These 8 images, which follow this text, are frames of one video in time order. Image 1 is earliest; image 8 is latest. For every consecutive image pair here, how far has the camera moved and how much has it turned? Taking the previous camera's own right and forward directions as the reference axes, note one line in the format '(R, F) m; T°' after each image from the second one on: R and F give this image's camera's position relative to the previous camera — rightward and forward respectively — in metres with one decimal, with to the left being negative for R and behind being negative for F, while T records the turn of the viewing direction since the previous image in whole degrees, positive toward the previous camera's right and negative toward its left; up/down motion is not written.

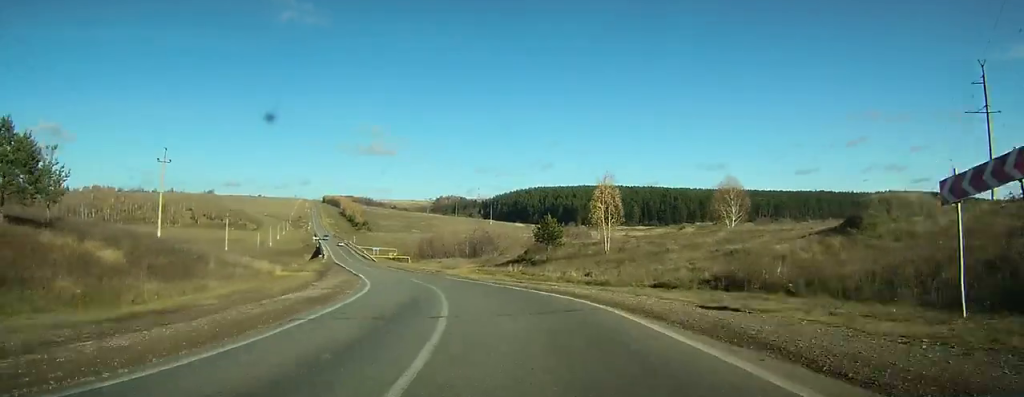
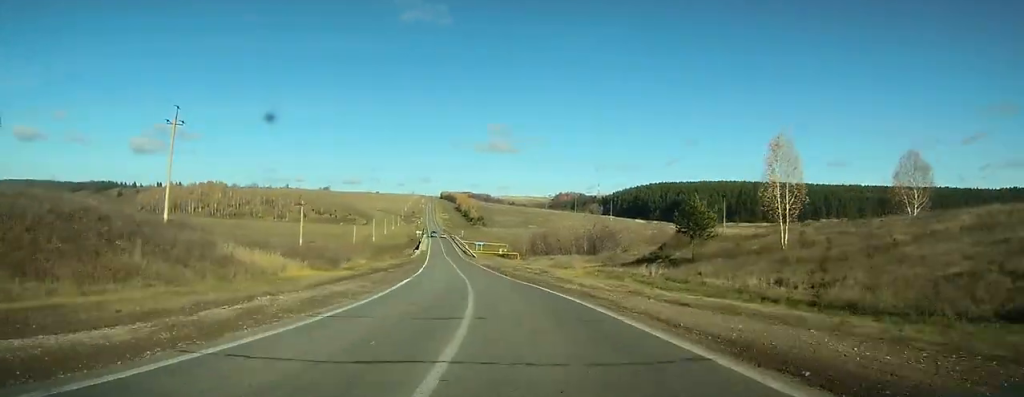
(-0.5, +20.3) m; -11°
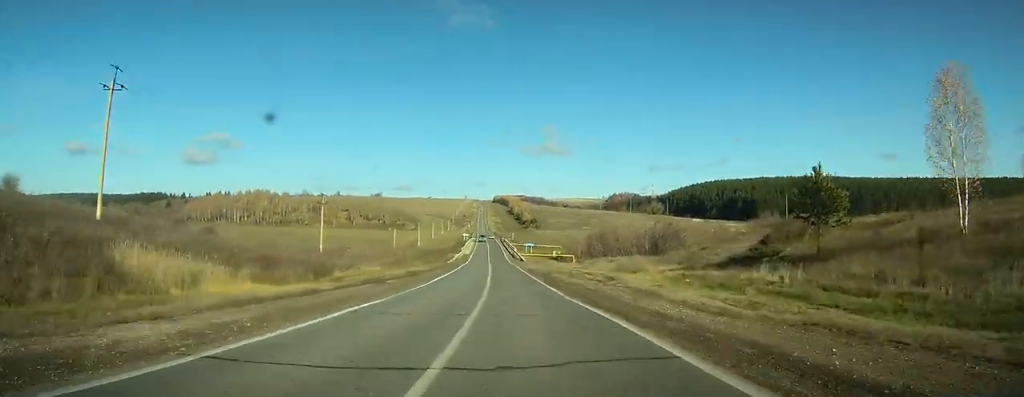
(-2.2, +15.9) m; -7°
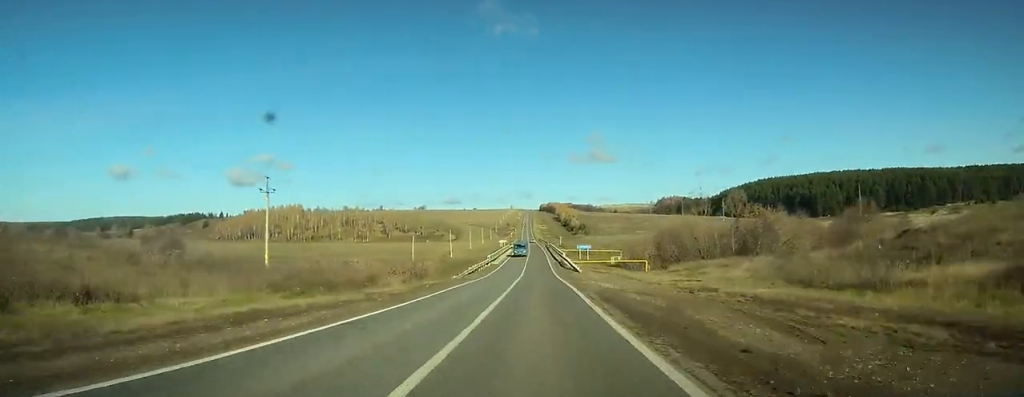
(-4.5, +33.9) m; -11°
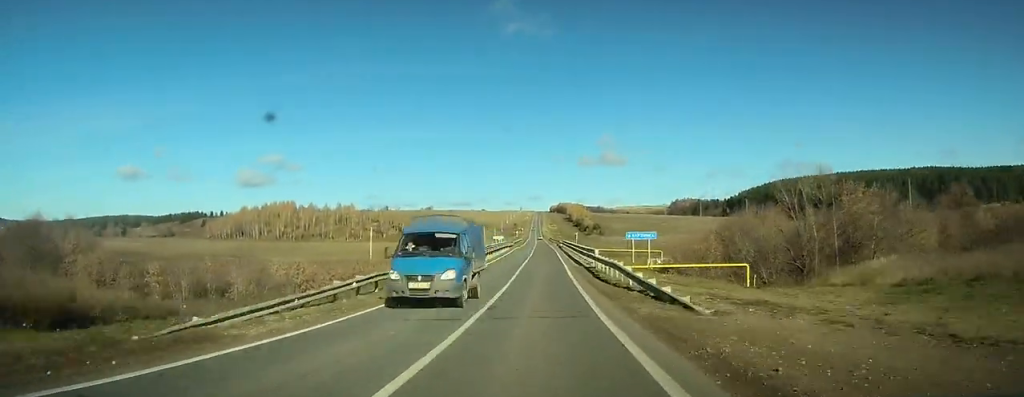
(-2.1, +39.2) m; -4°
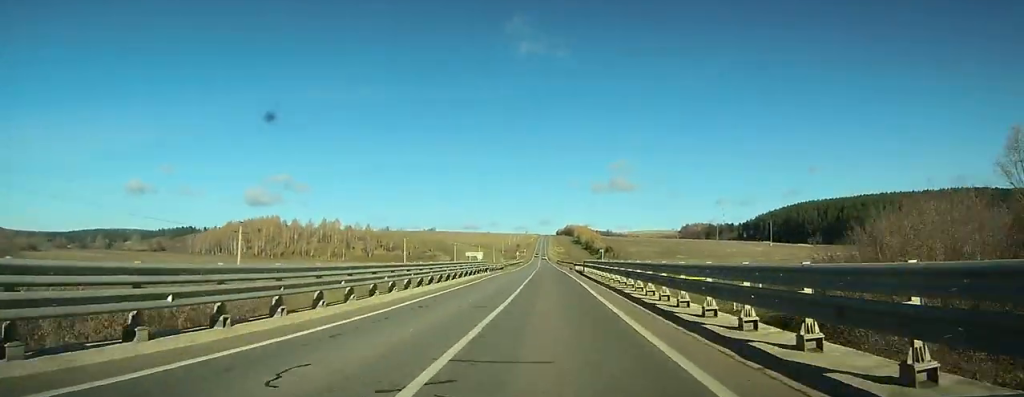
(-0.6, +43.0) m; -1°
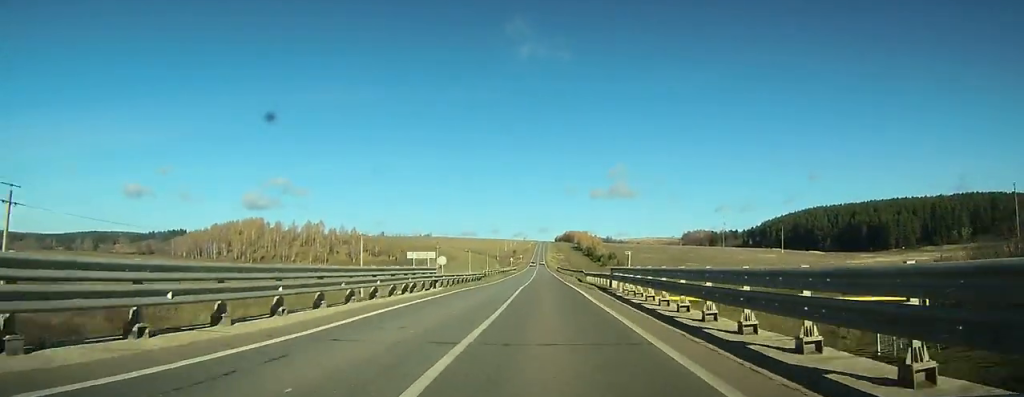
(-0.1, +25.3) m; 0°
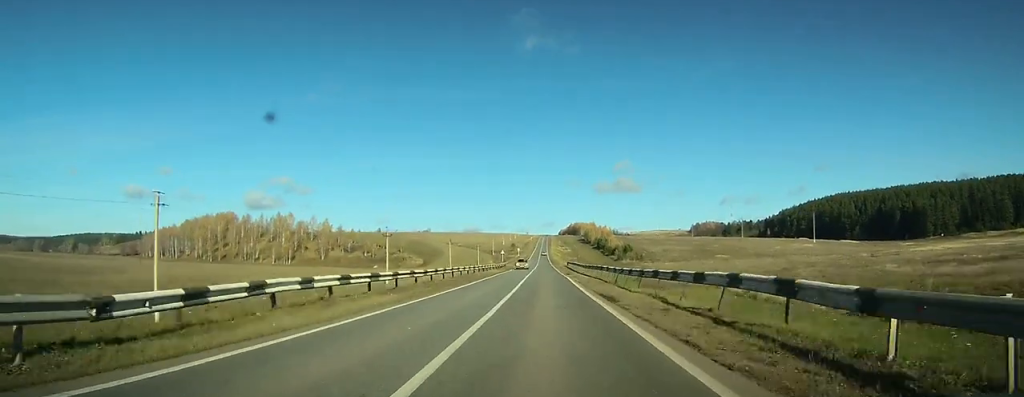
(0.0, +48.3) m; 0°
